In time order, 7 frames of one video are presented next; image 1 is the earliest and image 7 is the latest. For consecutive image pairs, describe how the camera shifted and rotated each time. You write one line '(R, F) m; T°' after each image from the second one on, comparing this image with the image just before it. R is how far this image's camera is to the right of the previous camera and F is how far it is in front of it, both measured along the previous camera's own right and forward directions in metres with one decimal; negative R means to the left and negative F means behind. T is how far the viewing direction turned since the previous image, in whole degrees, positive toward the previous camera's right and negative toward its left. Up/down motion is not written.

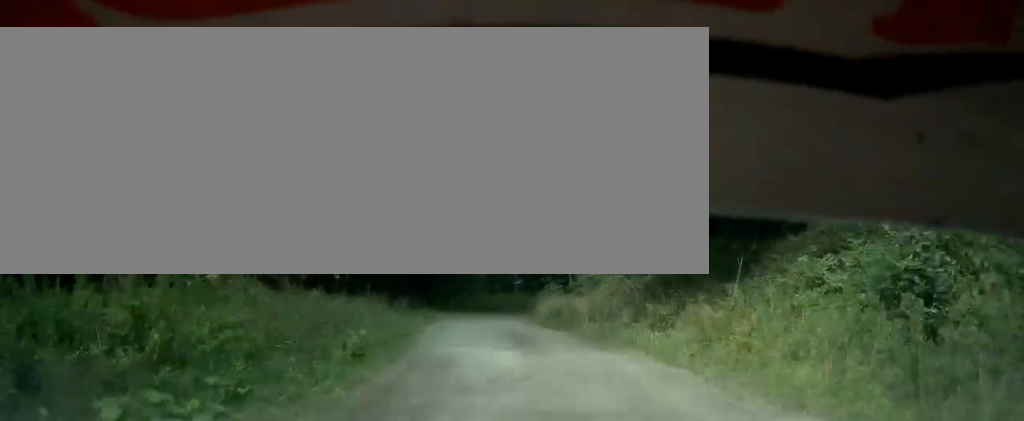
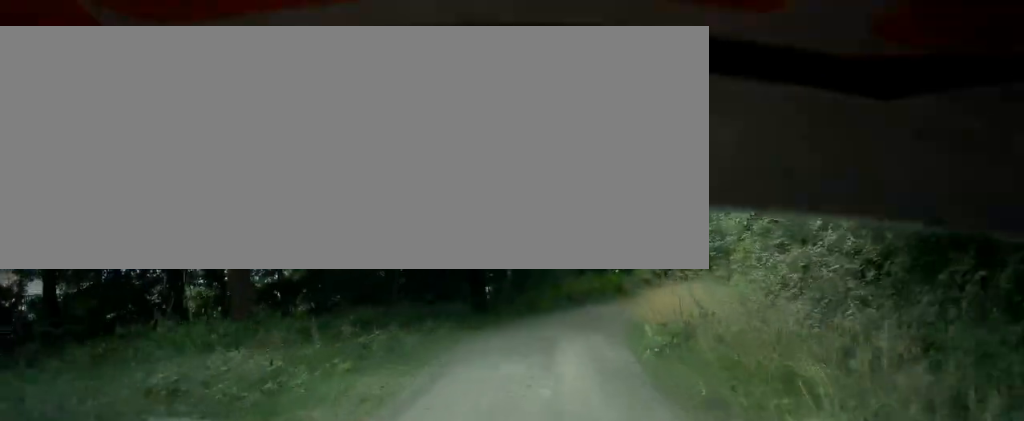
(-0.1, +11.9) m; +1°
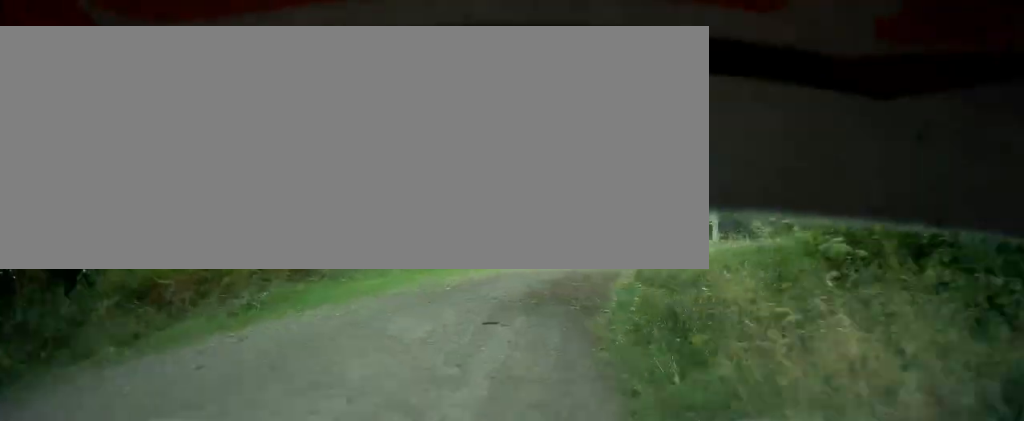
(+1.5, +24.7) m; +9°
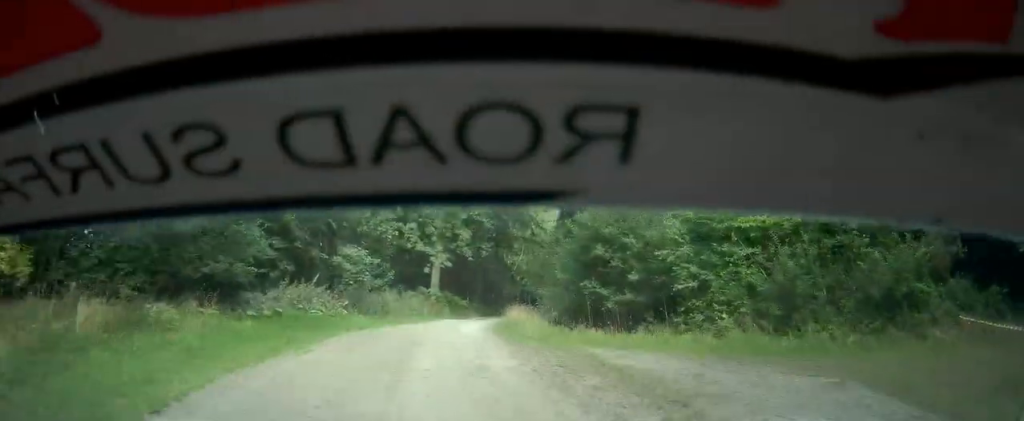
(+1.5, +19.9) m; +7°
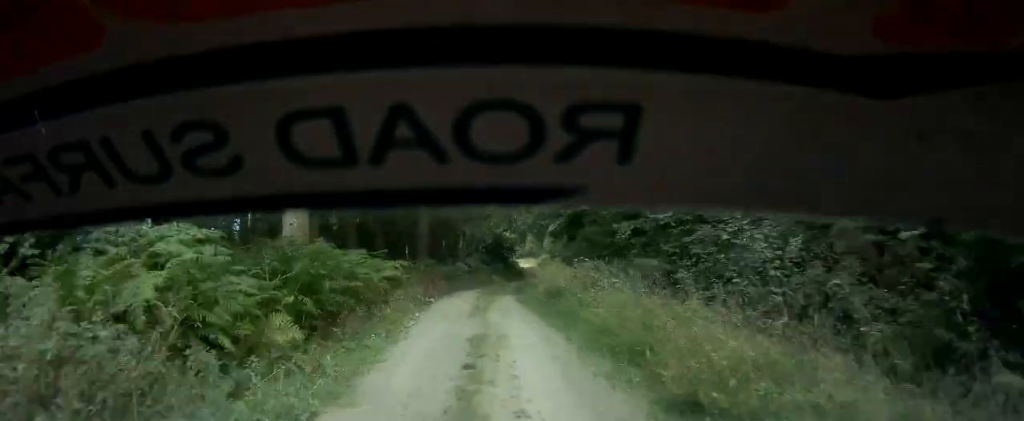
(+2.3, +34.5) m; +6°
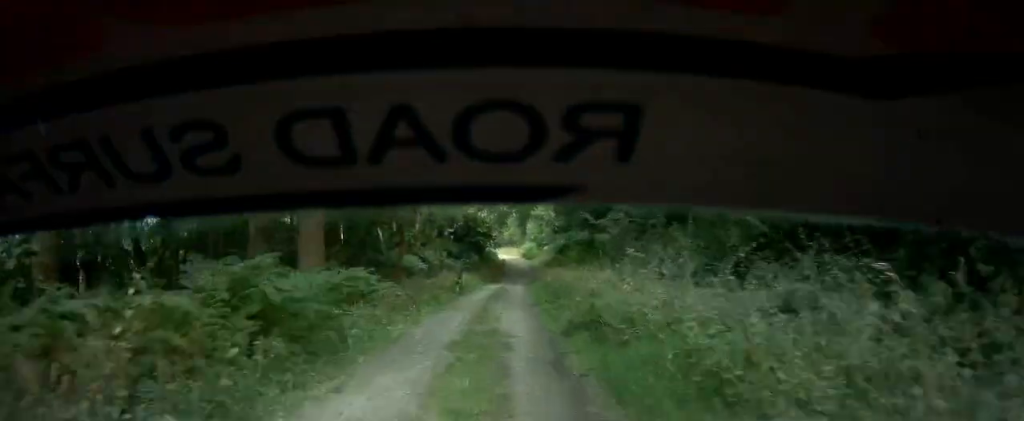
(-0.1, +19.0) m; +3°
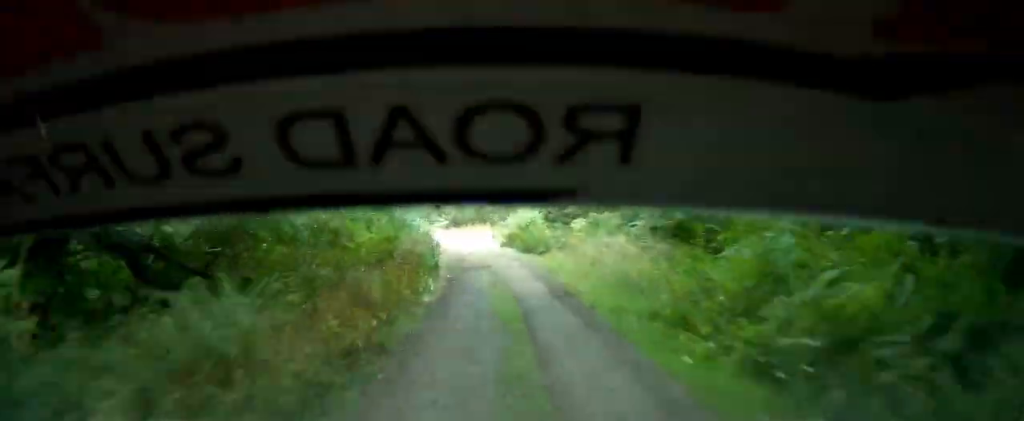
(0.0, +52.4) m; -4°
